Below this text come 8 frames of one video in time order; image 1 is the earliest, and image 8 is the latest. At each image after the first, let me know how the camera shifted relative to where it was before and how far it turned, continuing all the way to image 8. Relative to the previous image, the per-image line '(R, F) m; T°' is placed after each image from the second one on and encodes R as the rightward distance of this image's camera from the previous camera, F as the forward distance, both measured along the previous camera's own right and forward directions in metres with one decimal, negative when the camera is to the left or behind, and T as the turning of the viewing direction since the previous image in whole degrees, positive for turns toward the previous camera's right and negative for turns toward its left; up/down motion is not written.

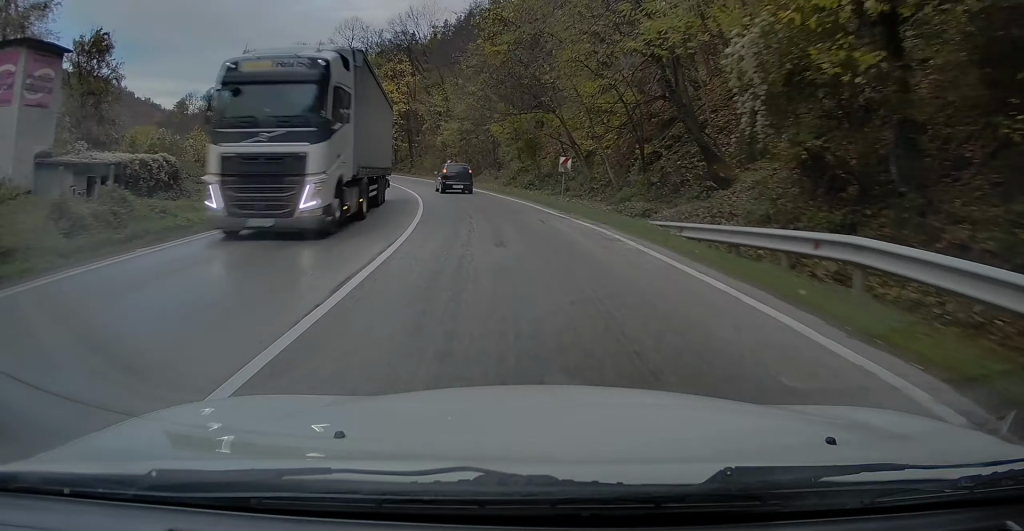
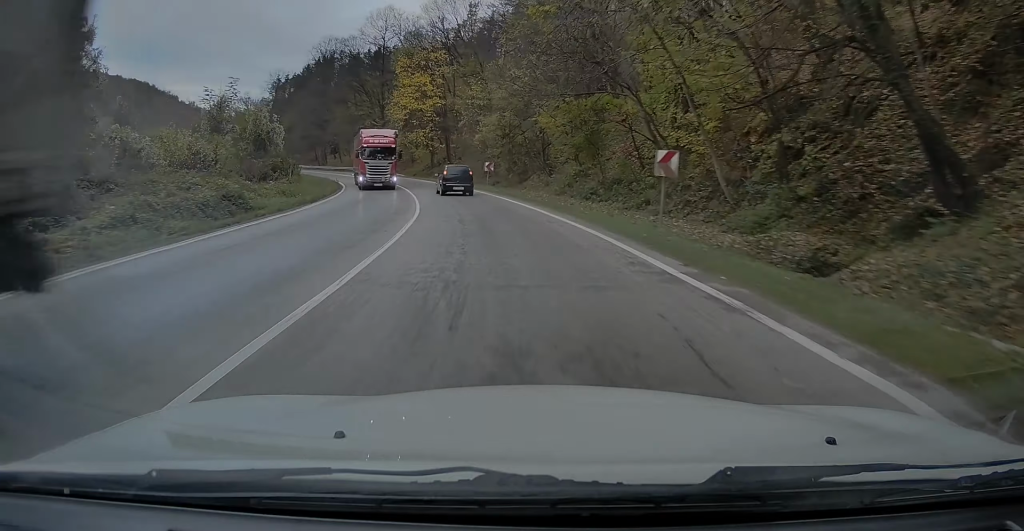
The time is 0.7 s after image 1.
(-0.3, +12.2) m; -4°
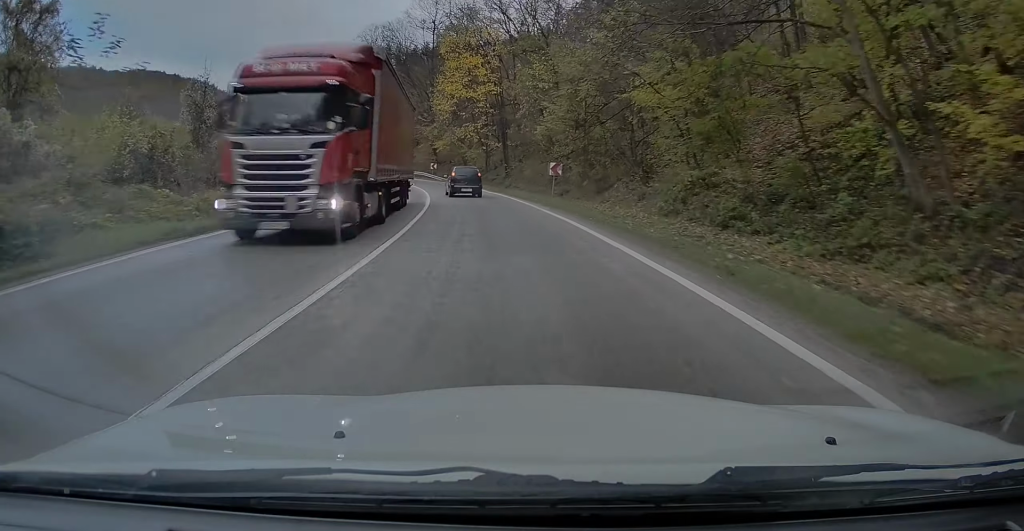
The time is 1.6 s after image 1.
(-0.8, +15.1) m; -7°
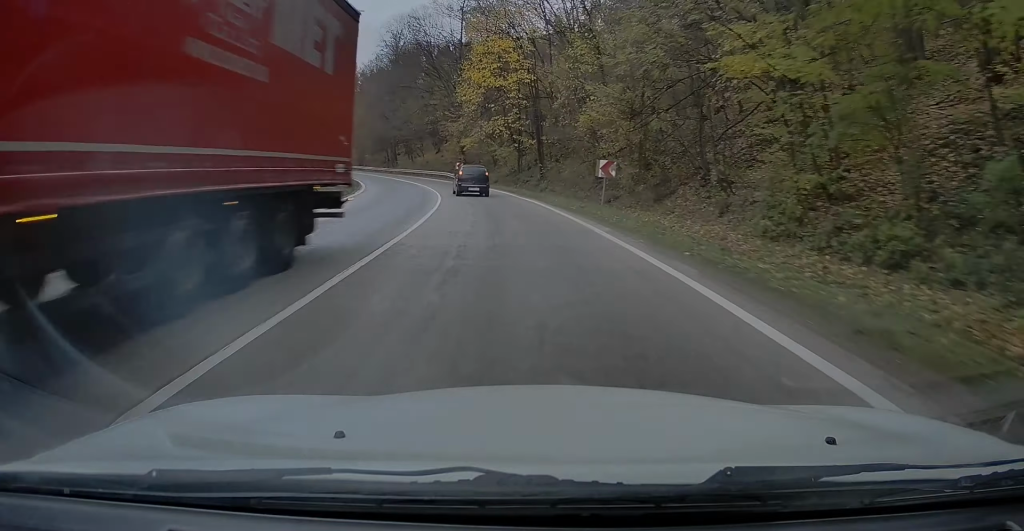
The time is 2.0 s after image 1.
(0.0, +8.1) m; -4°
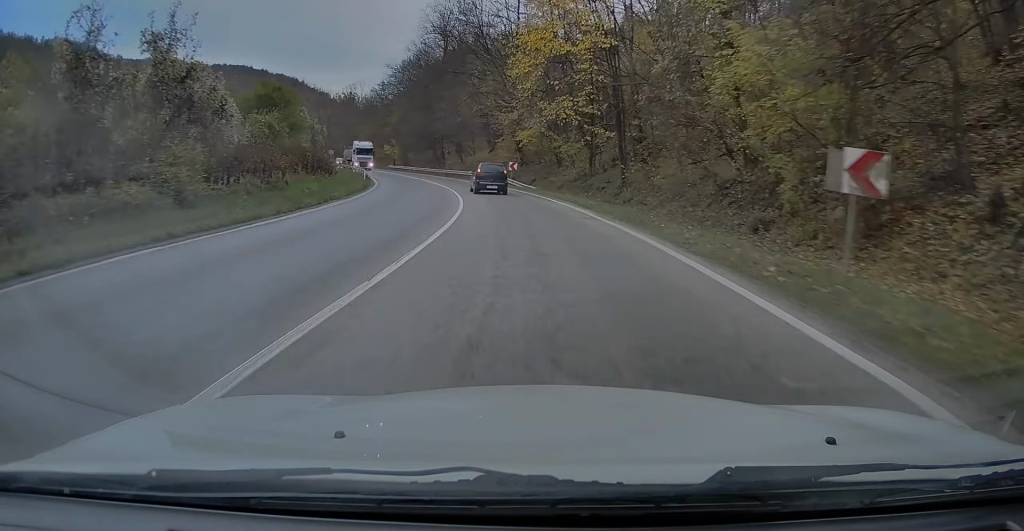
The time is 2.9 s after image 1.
(-1.2, +15.1) m; -5°
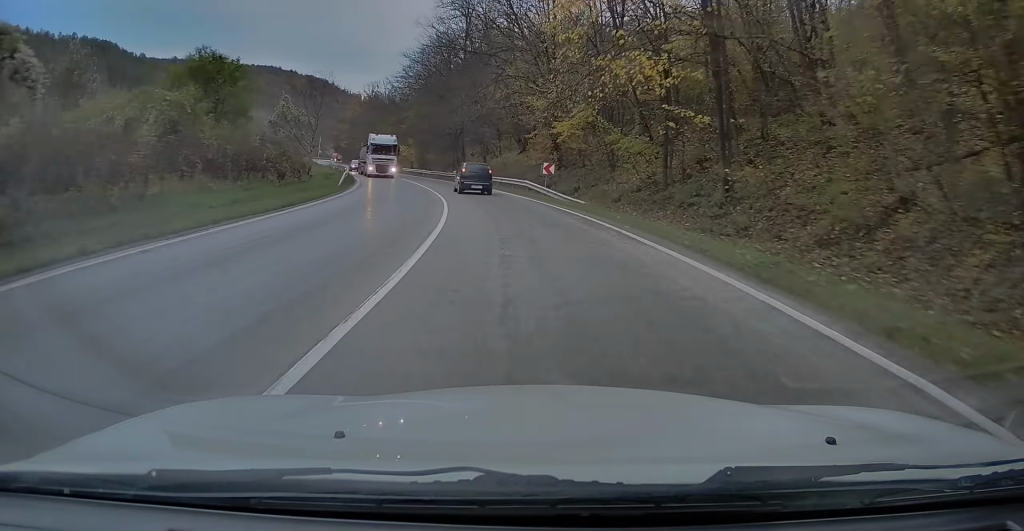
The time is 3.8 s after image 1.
(-0.5, +15.4) m; -3°
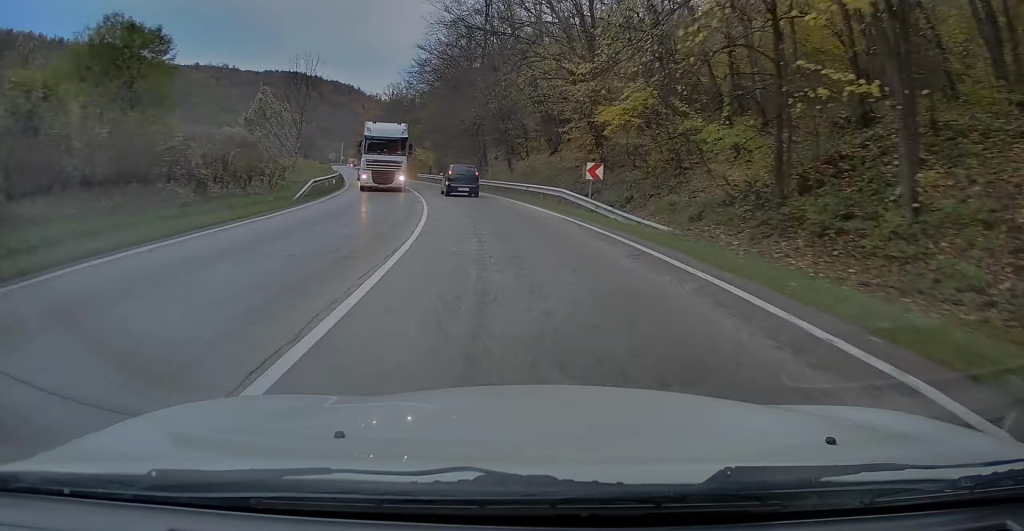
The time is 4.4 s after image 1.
(-0.3, +11.4) m; -3°
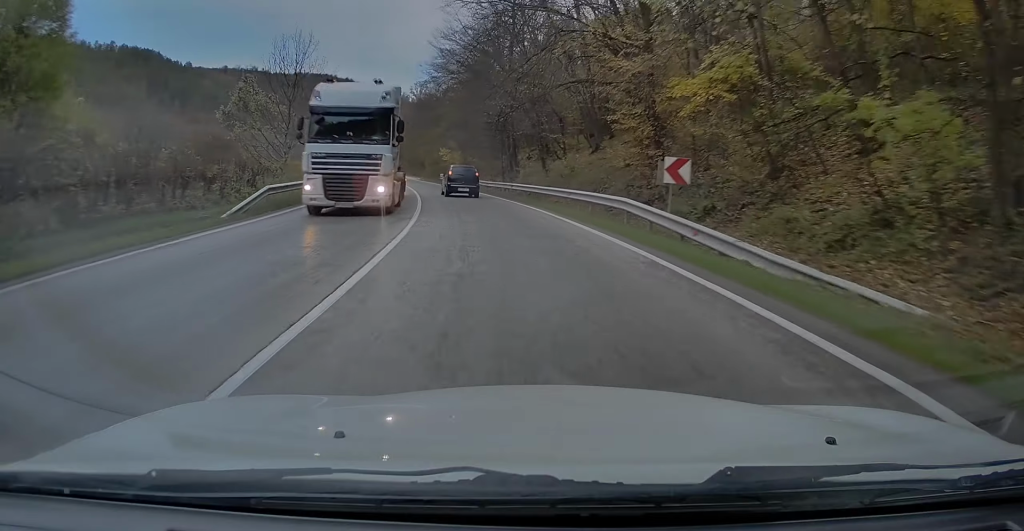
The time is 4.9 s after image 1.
(0.0, +9.1) m; -3°
